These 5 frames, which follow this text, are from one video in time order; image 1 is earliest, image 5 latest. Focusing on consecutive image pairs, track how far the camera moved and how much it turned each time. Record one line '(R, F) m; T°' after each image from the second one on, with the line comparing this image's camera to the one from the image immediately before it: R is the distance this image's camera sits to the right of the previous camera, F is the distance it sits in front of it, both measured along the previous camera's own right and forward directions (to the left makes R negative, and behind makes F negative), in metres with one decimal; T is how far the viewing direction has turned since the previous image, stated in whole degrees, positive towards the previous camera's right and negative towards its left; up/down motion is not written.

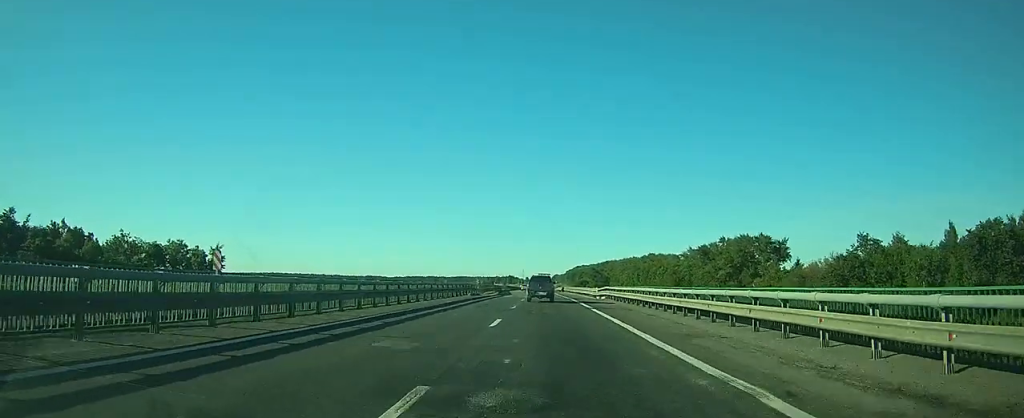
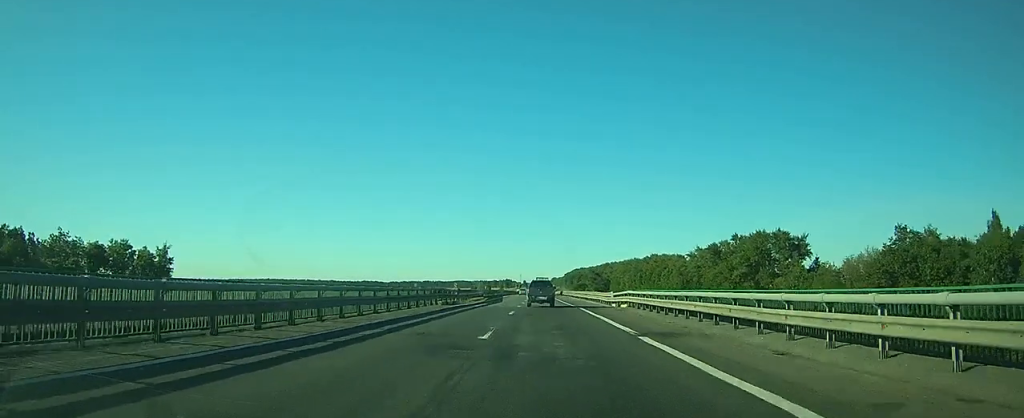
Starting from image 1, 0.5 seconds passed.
(0.0, +14.3) m; 0°
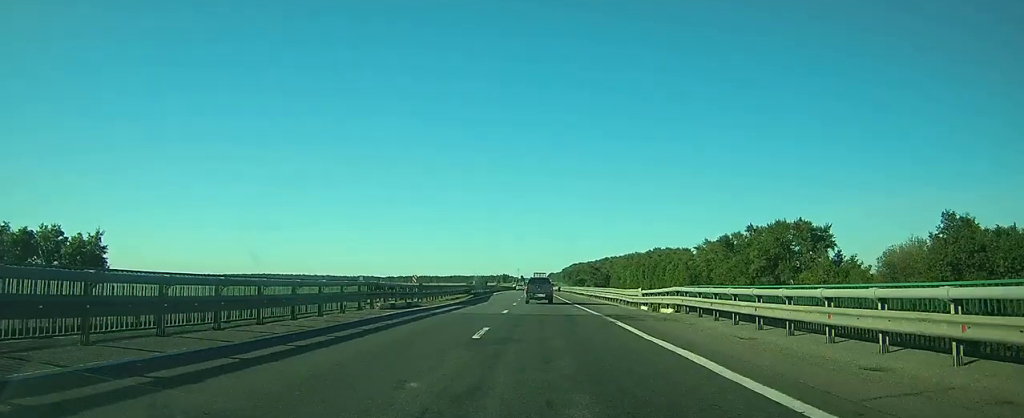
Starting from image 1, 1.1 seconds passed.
(0.0, +14.1) m; 0°
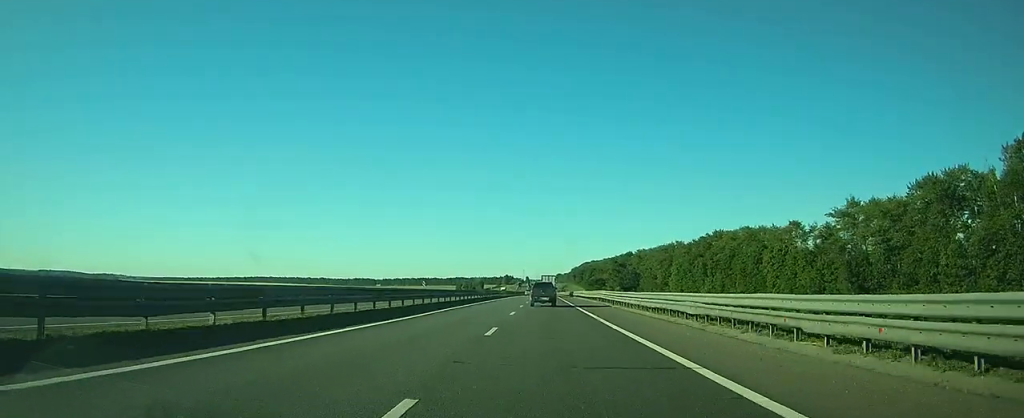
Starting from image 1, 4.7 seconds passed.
(-0.4, +93.6) m; -1°
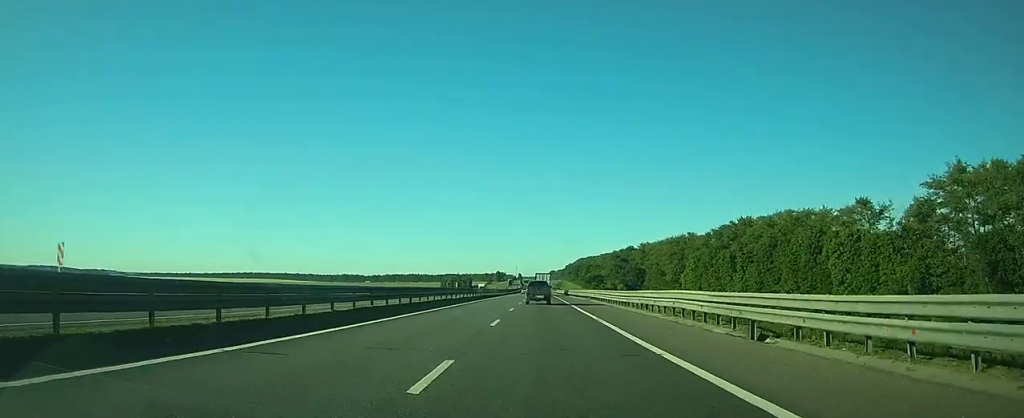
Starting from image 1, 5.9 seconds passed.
(0.0, +32.7) m; 0°
